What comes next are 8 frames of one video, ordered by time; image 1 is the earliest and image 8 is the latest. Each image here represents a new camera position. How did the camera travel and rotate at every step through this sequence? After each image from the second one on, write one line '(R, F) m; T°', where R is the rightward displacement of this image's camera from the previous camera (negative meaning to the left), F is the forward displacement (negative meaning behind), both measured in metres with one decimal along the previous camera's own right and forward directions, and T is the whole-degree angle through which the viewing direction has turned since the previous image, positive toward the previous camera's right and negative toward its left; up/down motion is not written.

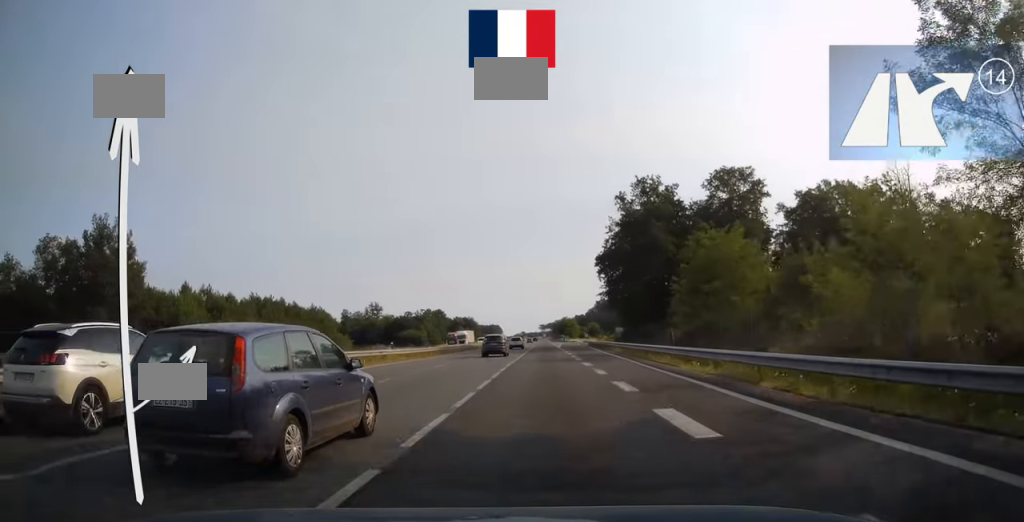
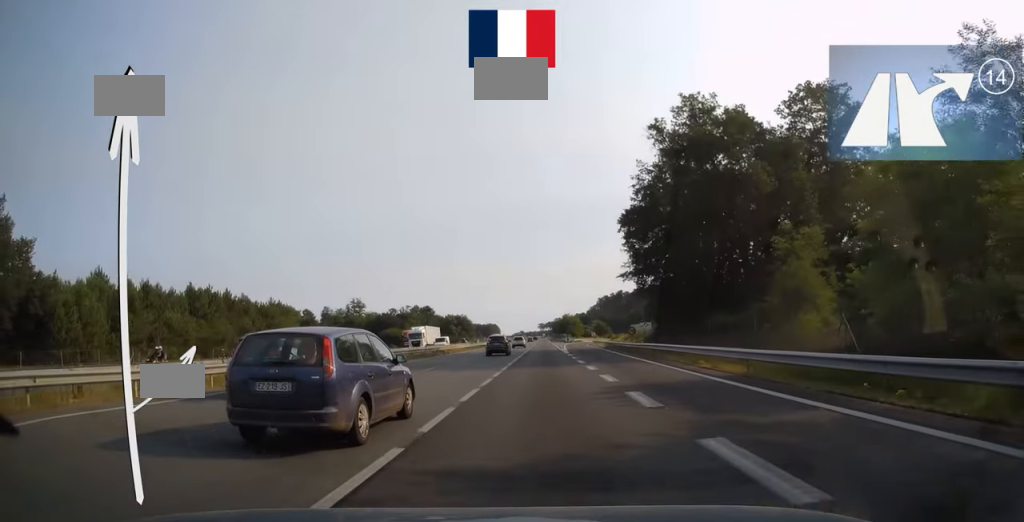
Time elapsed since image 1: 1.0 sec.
(0.0, +29.0) m; 0°
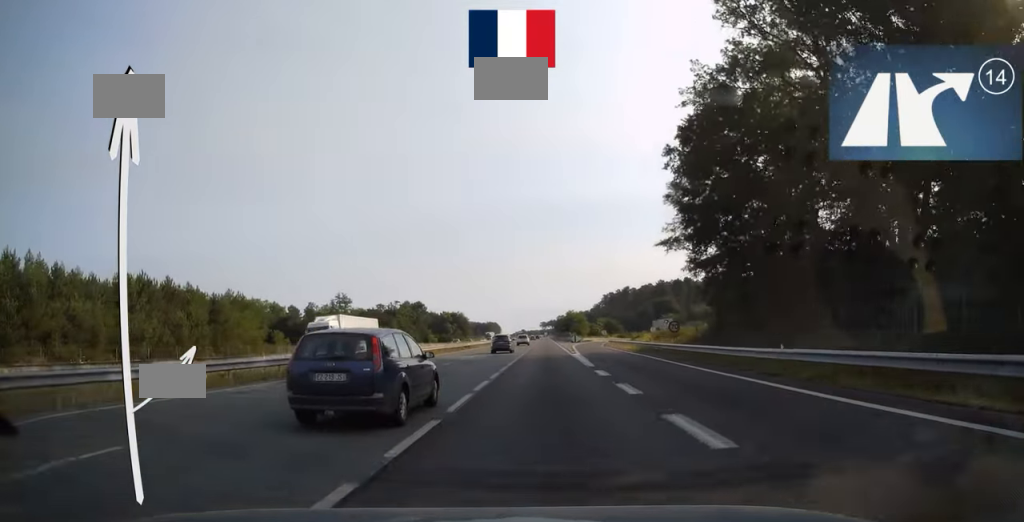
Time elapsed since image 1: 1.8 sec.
(0.0, +23.6) m; 0°
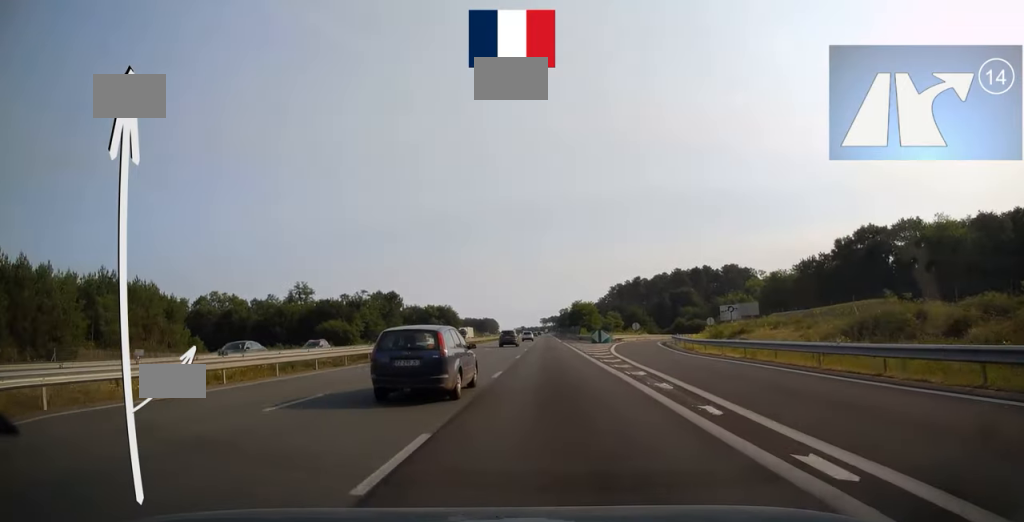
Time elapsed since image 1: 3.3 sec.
(0.0, +44.9) m; 0°
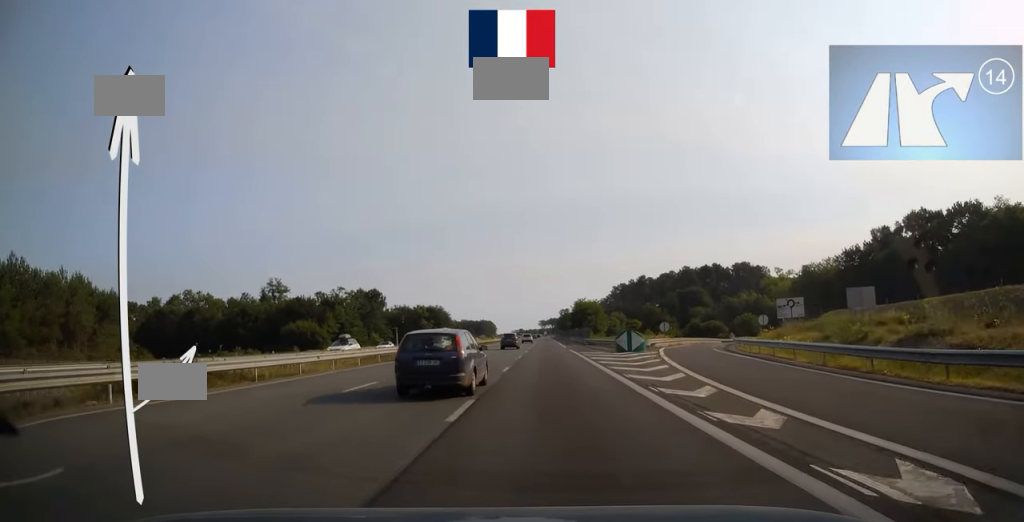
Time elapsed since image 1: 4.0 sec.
(0.0, +21.8) m; 0°
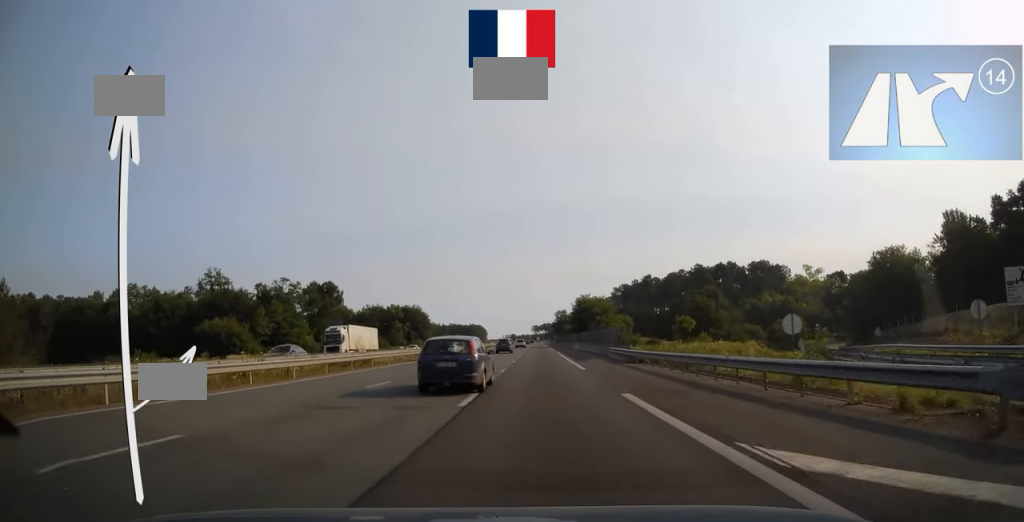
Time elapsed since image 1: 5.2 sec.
(+0.1, +36.0) m; 0°
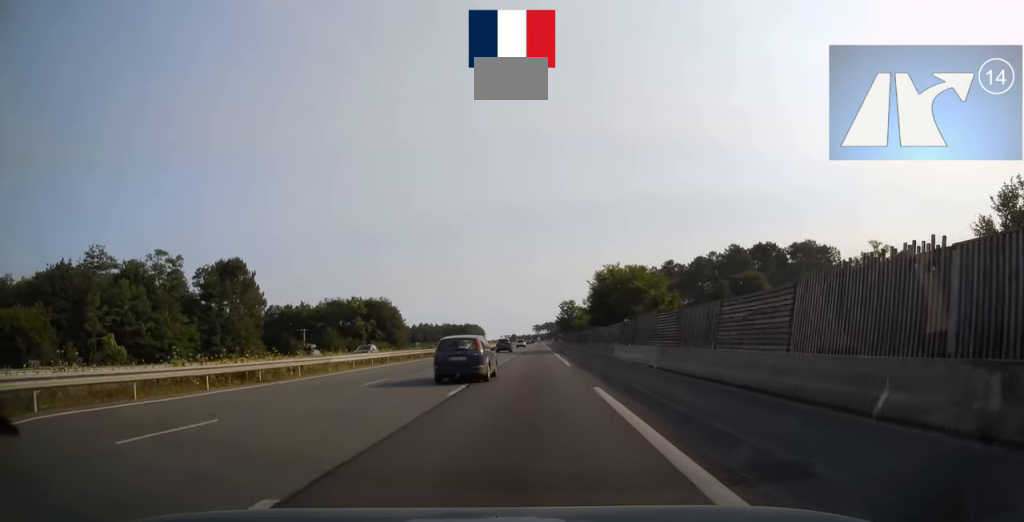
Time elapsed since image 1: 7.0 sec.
(+0.4, +50.2) m; 0°
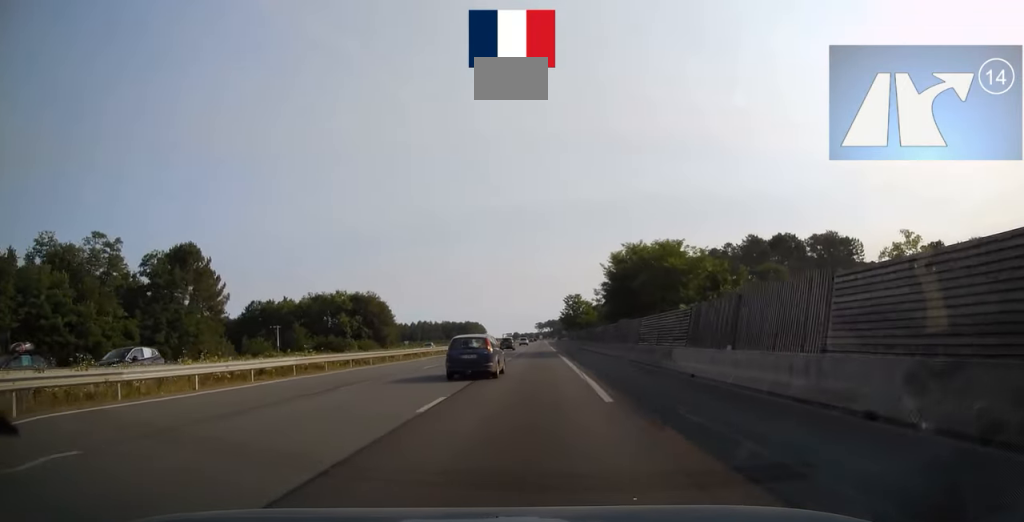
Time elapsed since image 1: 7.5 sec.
(-0.1, +16.7) m; 0°
